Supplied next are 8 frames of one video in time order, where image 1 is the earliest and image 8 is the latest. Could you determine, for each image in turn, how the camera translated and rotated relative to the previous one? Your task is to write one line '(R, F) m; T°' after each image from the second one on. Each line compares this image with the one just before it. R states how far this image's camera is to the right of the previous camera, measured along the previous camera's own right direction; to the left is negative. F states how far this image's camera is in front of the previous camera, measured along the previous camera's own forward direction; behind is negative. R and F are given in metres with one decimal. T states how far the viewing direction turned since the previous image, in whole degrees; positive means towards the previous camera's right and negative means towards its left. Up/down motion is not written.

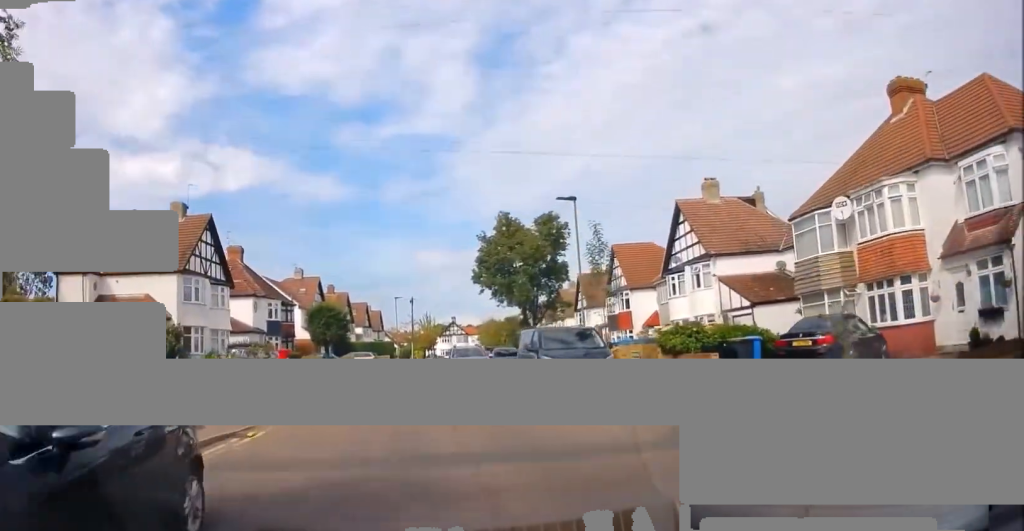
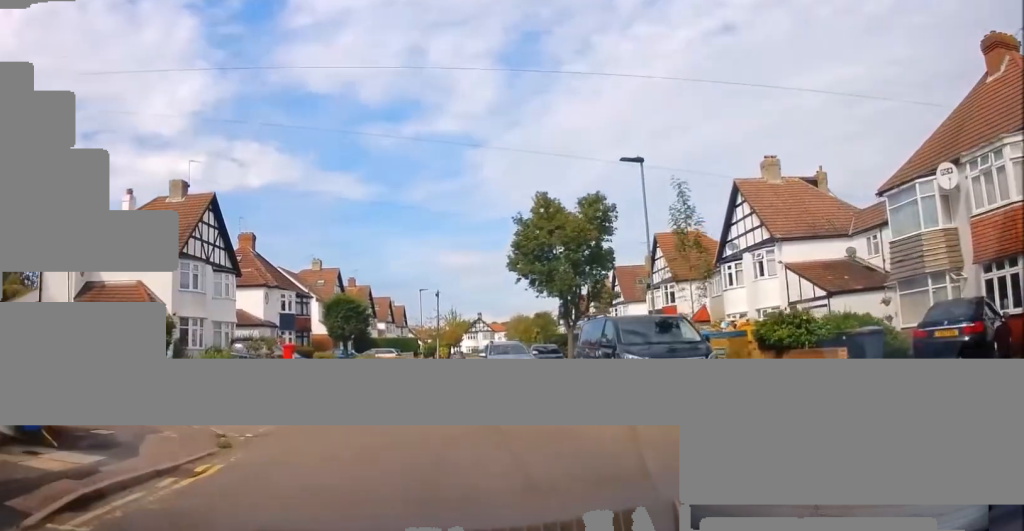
(+0.1, +4.5) m; -3°
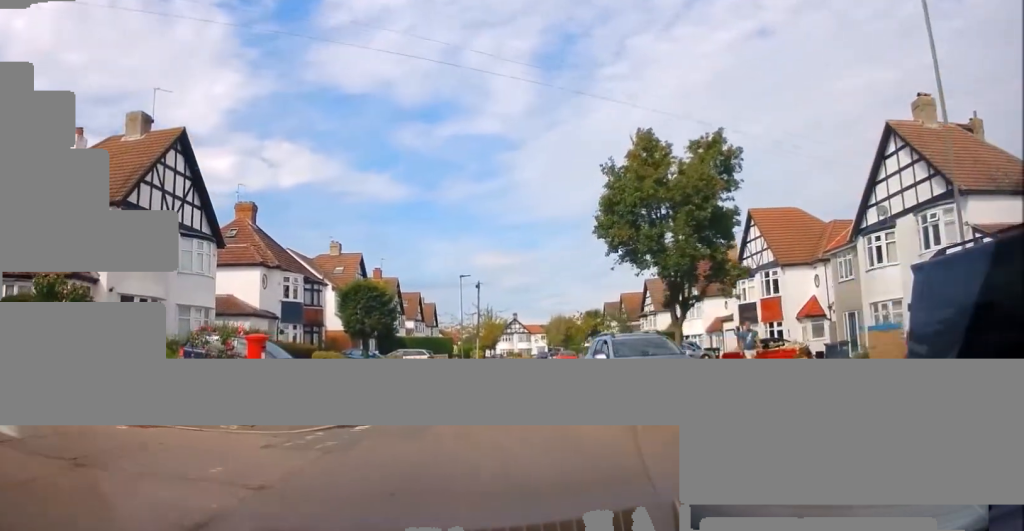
(-0.1, +10.6) m; -1°
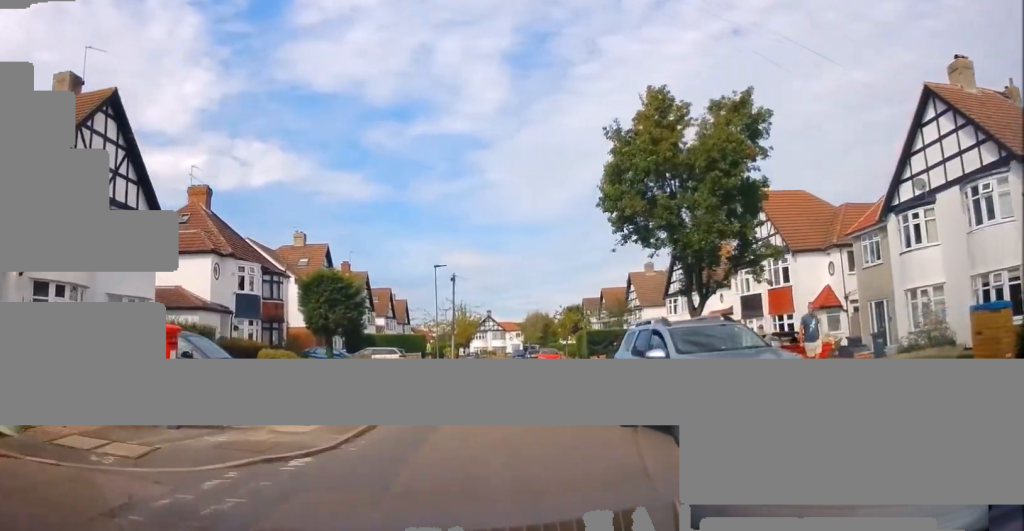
(-0.1, +4.1) m; +1°
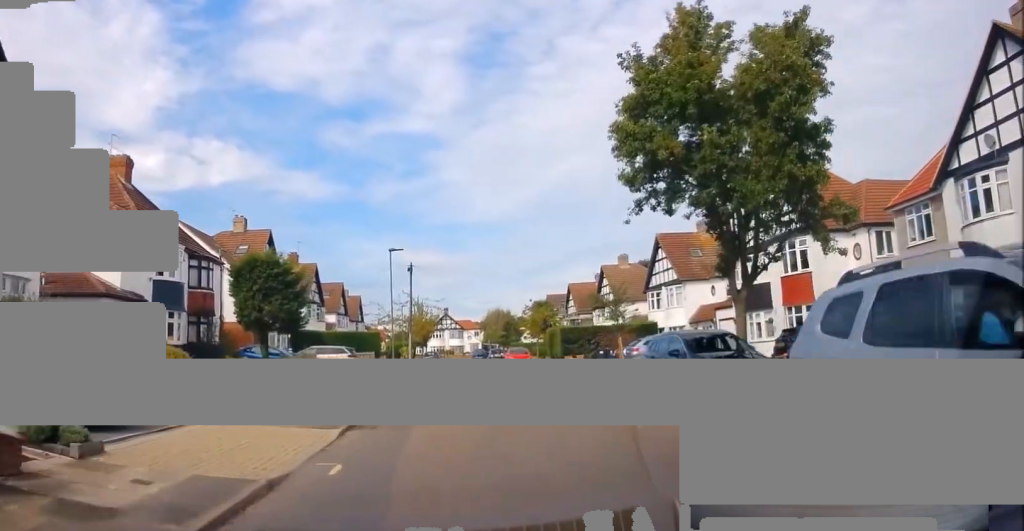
(-0.2, +6.0) m; +4°
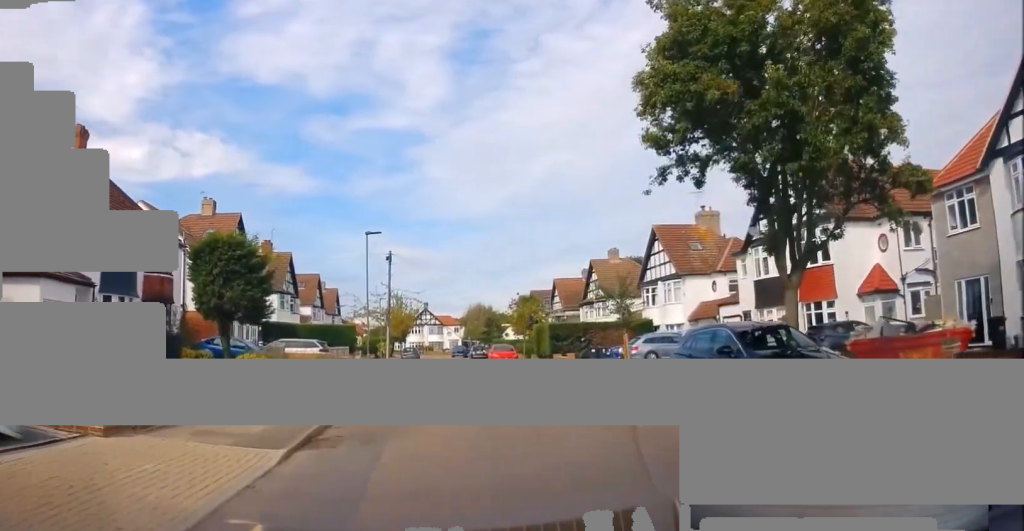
(+0.4, +3.3) m; +3°
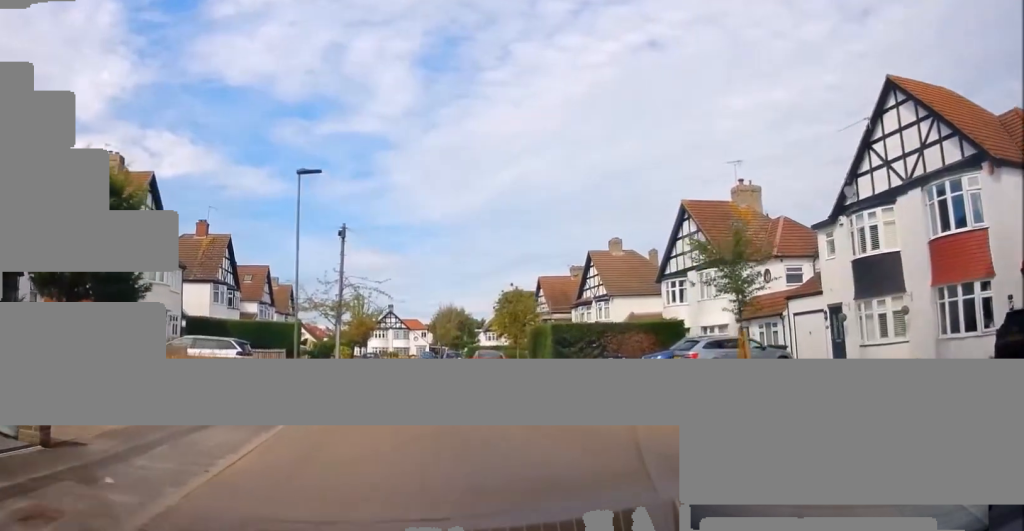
(+0.3, +10.9) m; +3°
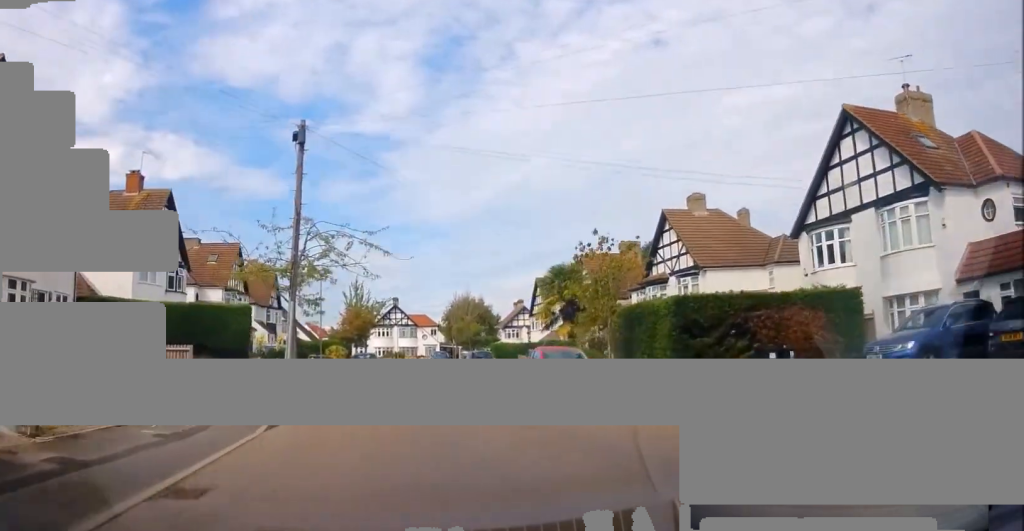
(+0.4, +14.9) m; -1°
